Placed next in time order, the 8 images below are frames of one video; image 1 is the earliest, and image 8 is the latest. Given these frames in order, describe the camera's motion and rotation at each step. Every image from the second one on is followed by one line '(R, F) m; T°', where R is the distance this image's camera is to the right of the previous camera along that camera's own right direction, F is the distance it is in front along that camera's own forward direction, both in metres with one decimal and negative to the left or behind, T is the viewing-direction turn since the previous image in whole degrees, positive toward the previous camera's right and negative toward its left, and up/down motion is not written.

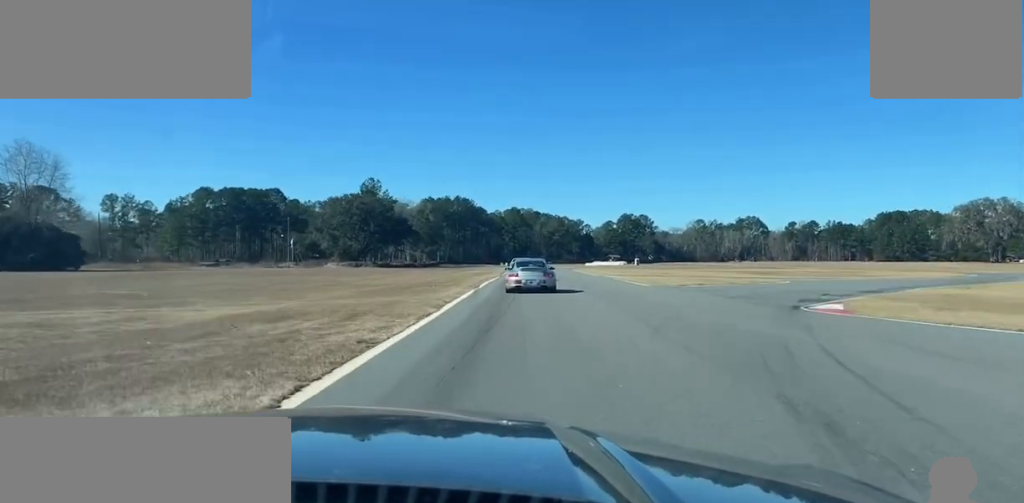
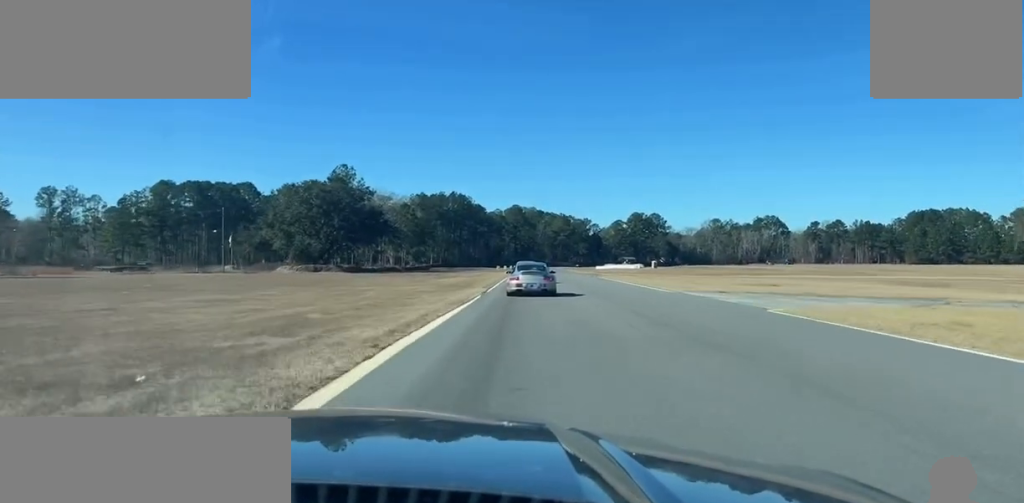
(+0.2, +33.8) m; 0°
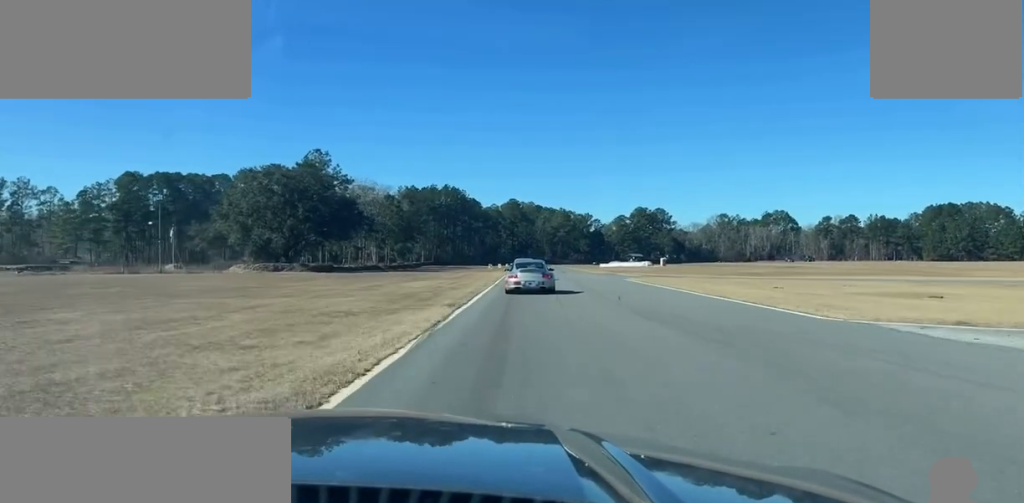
(0.0, +18.8) m; 0°
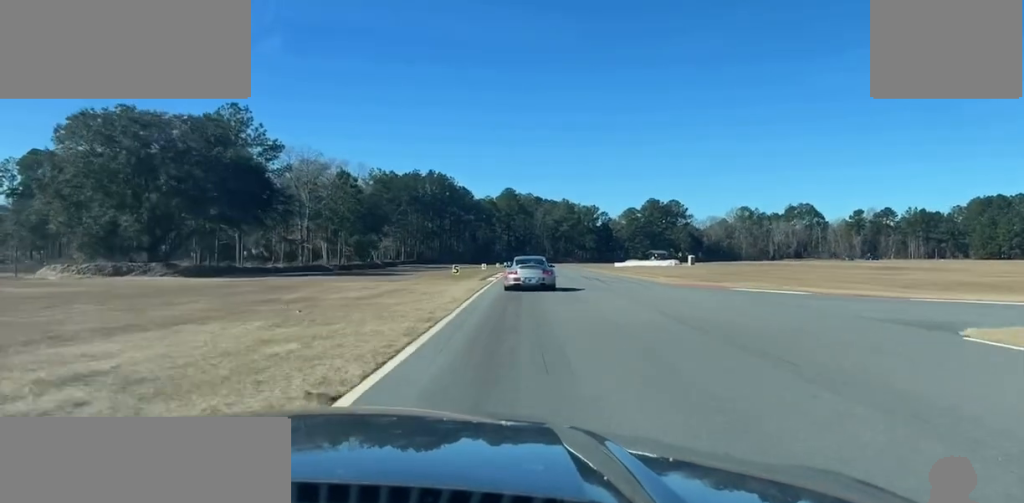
(0.0, +42.1) m; 0°
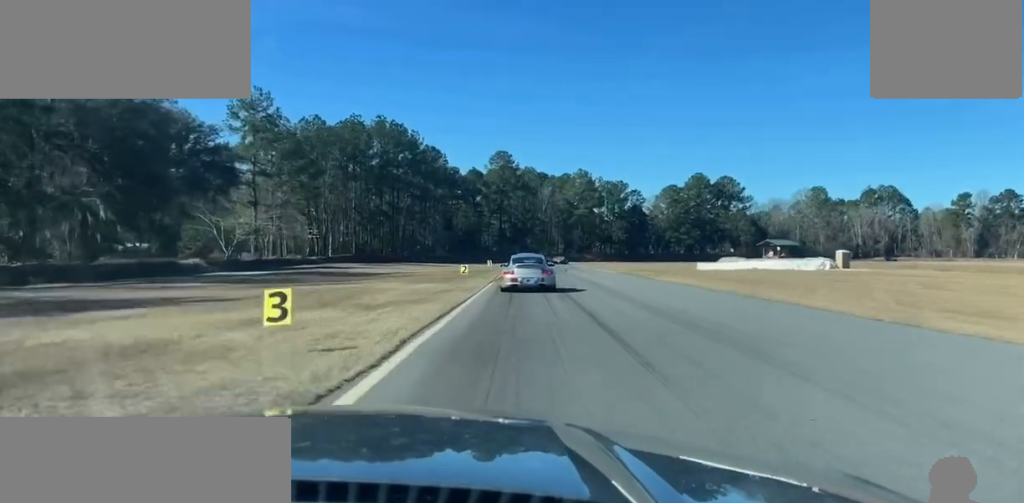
(-0.3, +89.6) m; 0°
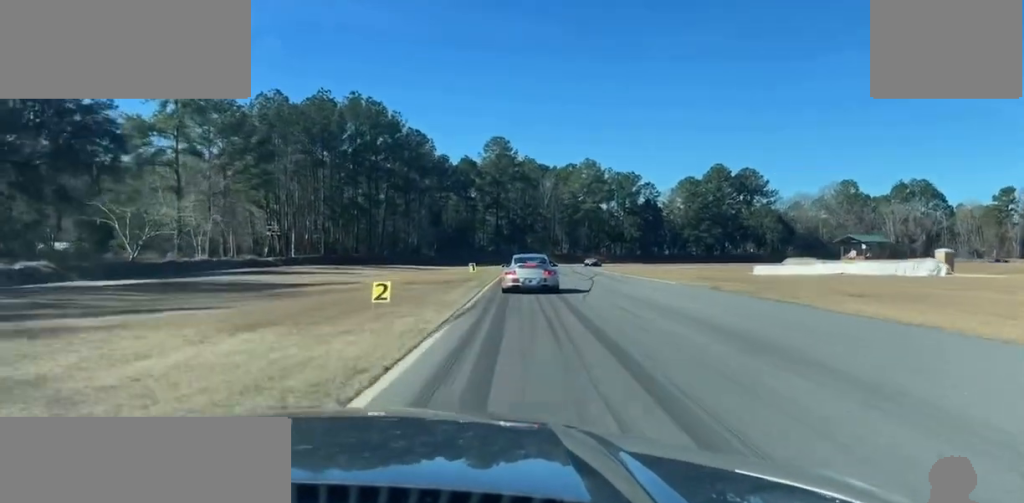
(+0.2, +22.7) m; +1°
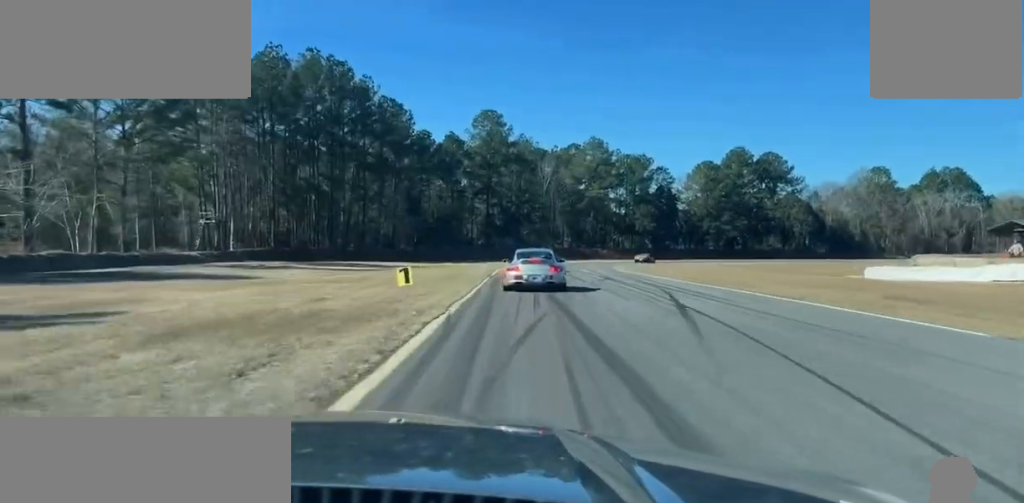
(+0.1, +24.2) m; +2°
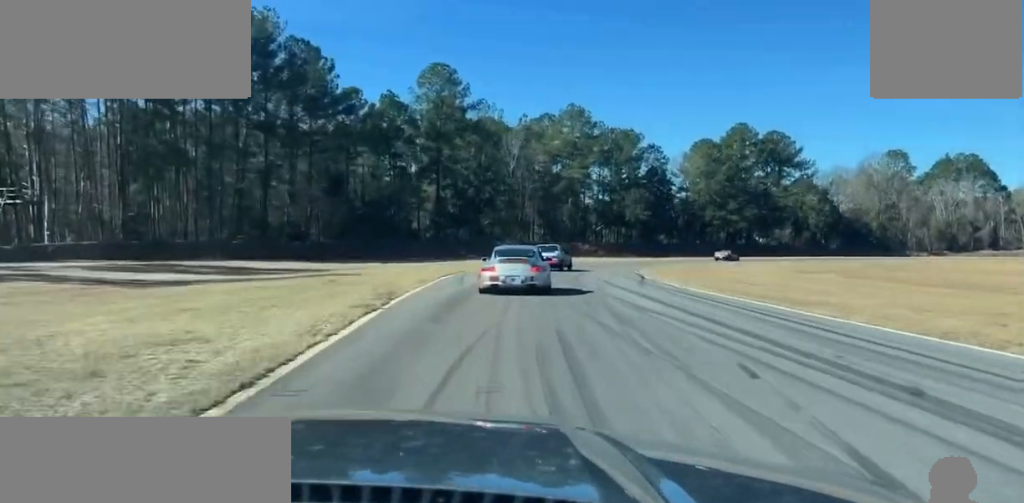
(+0.4, +31.0) m; +5°
